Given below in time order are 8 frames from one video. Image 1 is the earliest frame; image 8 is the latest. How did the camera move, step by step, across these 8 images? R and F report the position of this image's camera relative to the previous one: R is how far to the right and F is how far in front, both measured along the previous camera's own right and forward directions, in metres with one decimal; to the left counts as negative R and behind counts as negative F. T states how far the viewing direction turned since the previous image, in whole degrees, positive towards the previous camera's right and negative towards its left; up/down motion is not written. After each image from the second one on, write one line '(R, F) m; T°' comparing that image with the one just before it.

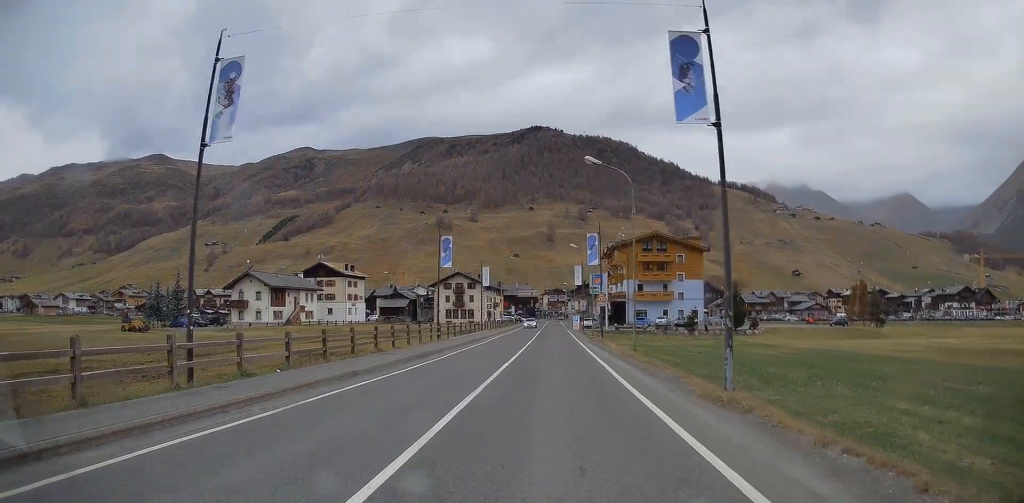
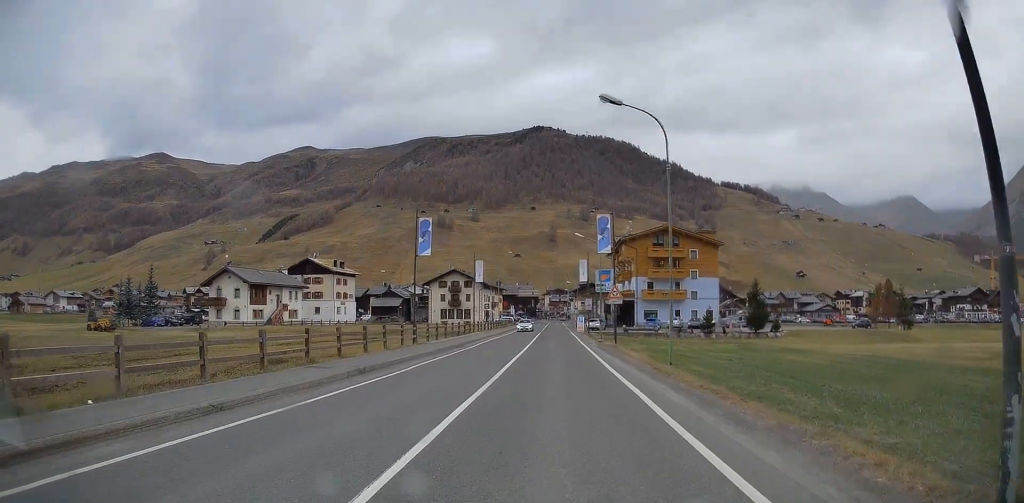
(+0.1, +7.9) m; 0°
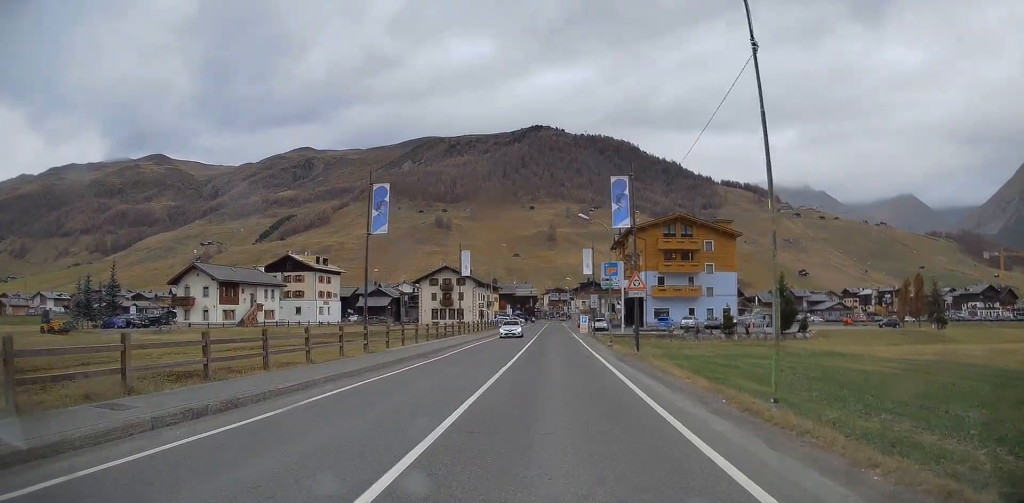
(-0.2, +9.1) m; -1°
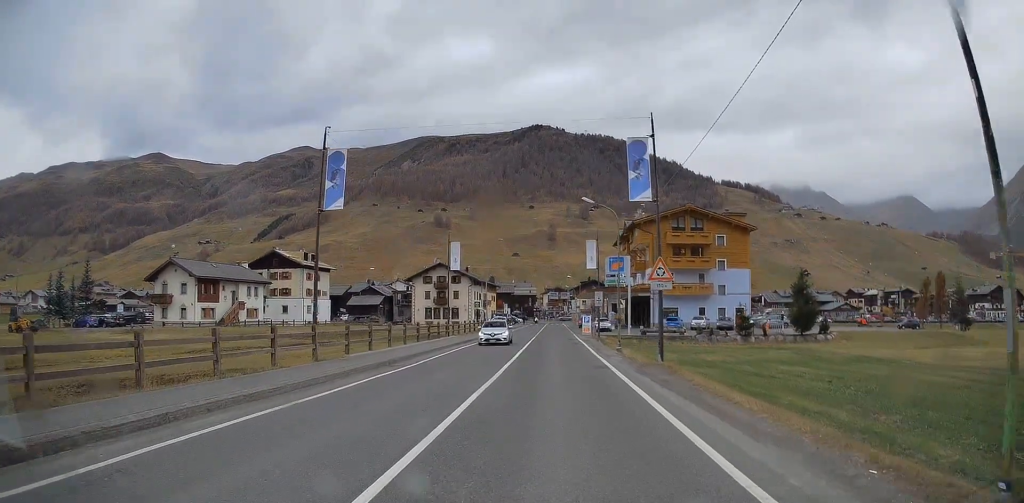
(0.0, +5.6) m; 0°
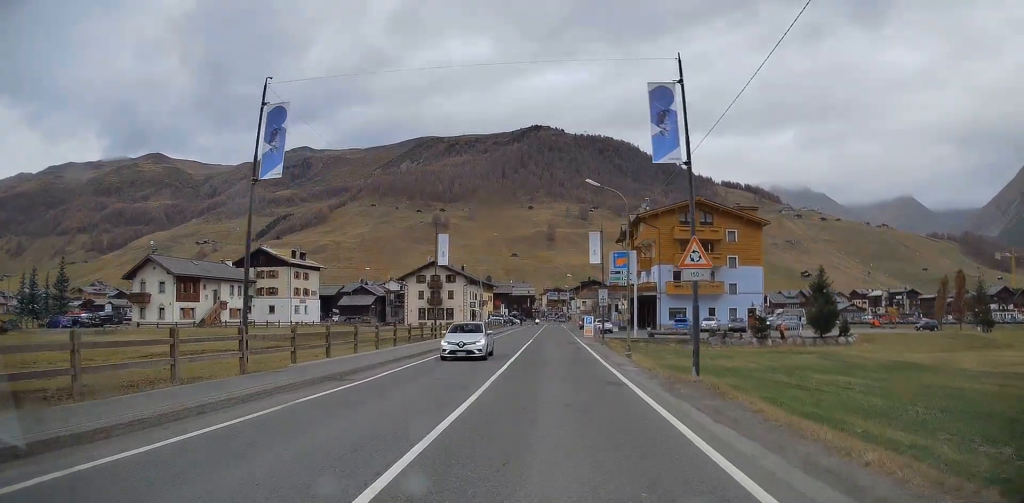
(0.0, +4.8) m; 0°
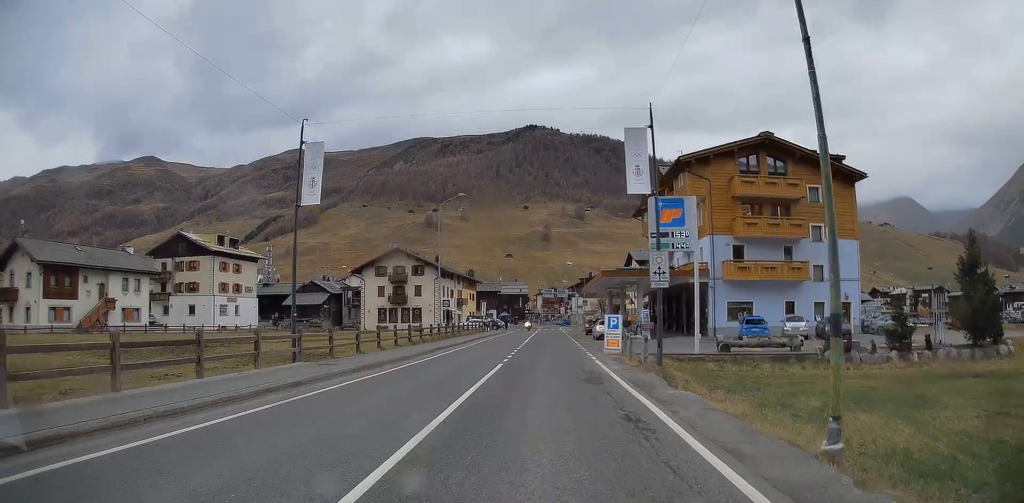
(+0.4, +22.7) m; +1°
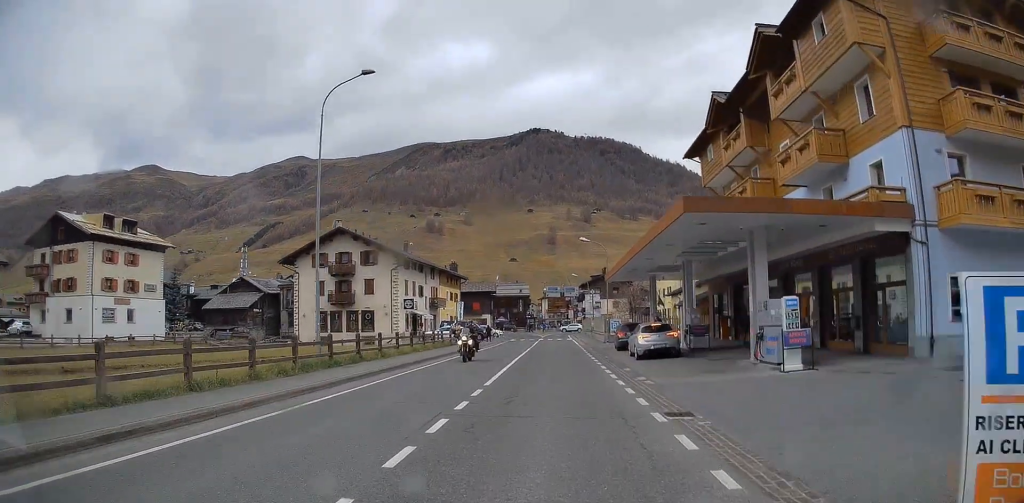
(-0.5, +24.3) m; -1°
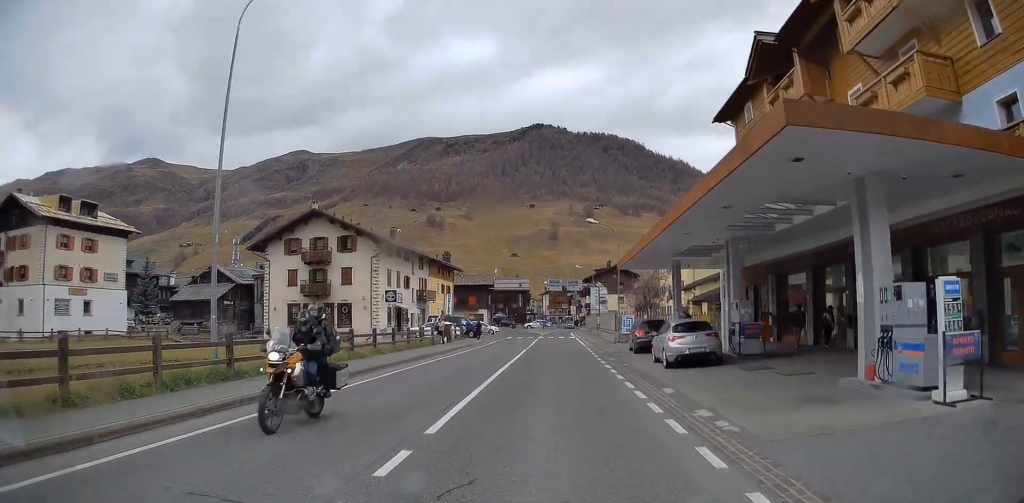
(+0.2, +7.1) m; -1°
